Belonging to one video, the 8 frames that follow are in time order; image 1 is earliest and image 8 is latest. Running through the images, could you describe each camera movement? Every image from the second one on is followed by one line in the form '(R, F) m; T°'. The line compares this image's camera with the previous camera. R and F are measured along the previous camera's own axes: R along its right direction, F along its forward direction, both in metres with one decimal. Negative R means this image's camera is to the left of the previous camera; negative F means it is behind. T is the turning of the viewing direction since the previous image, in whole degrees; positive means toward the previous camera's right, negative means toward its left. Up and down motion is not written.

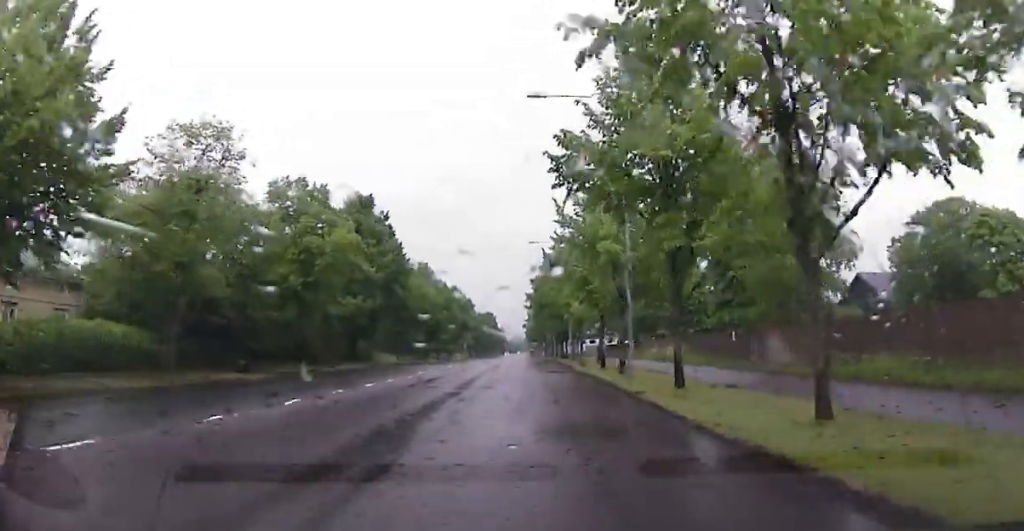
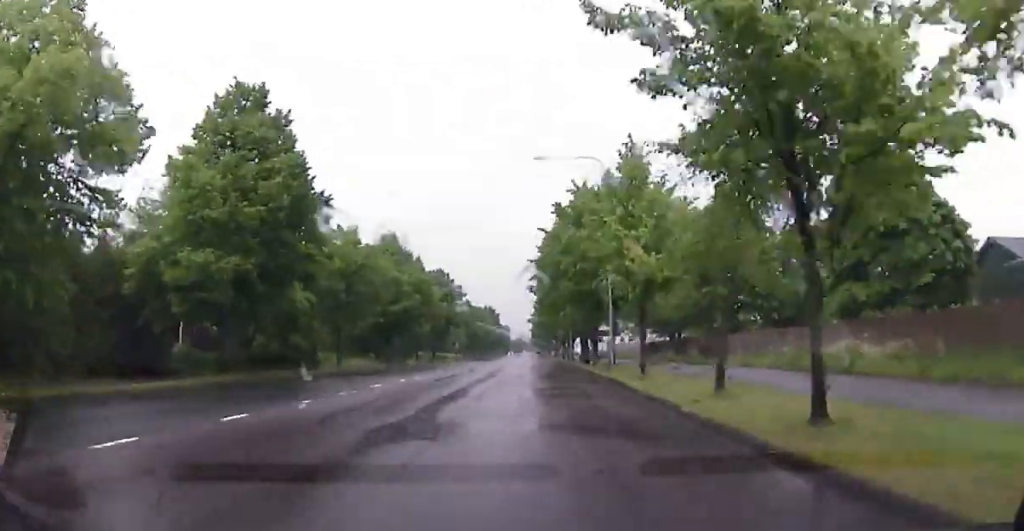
(+0.6, +26.6) m; +1°
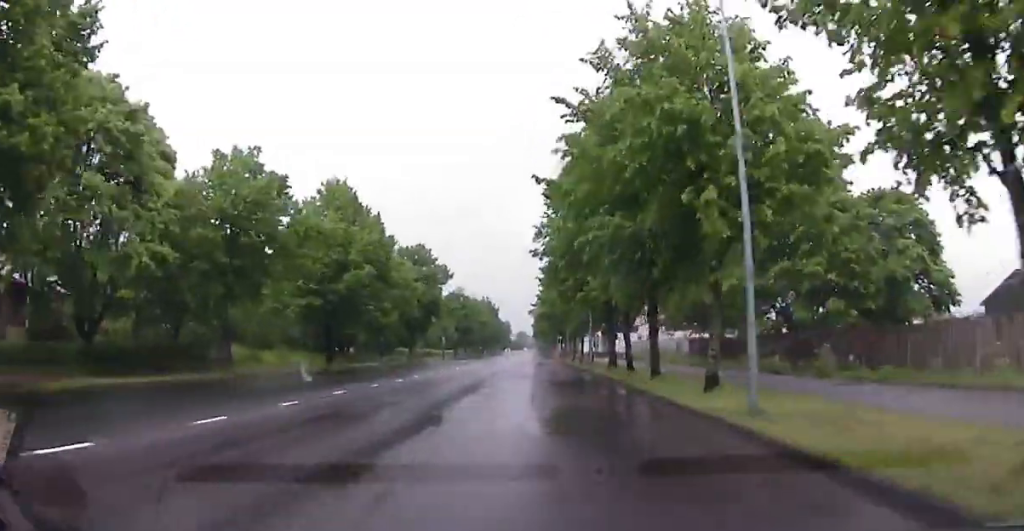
(-0.5, +20.9) m; -3°
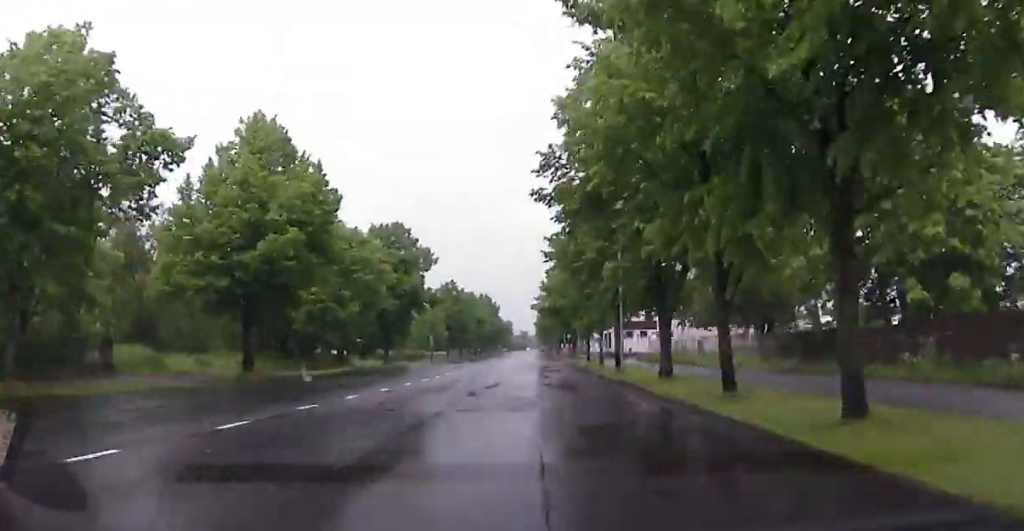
(-0.2, +15.6) m; 0°
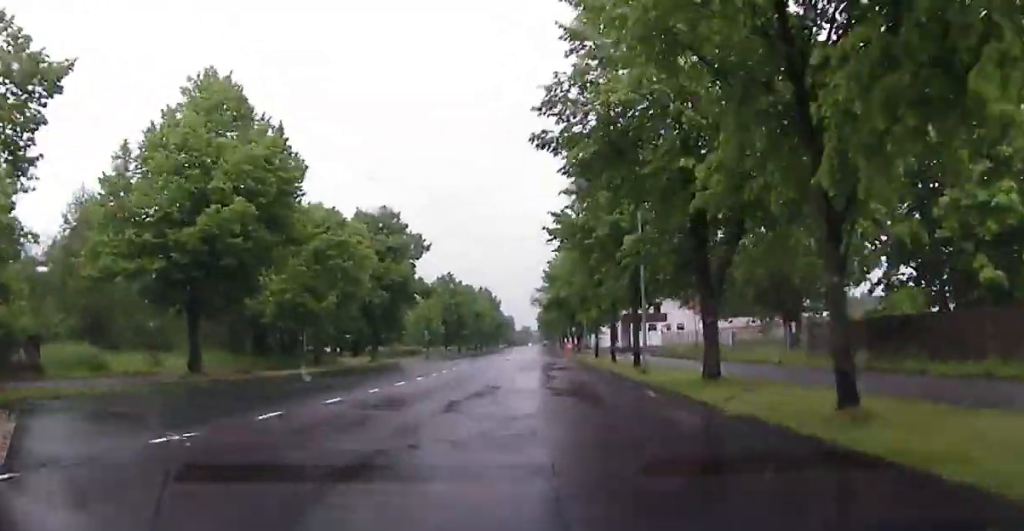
(-0.1, +6.3) m; +1°
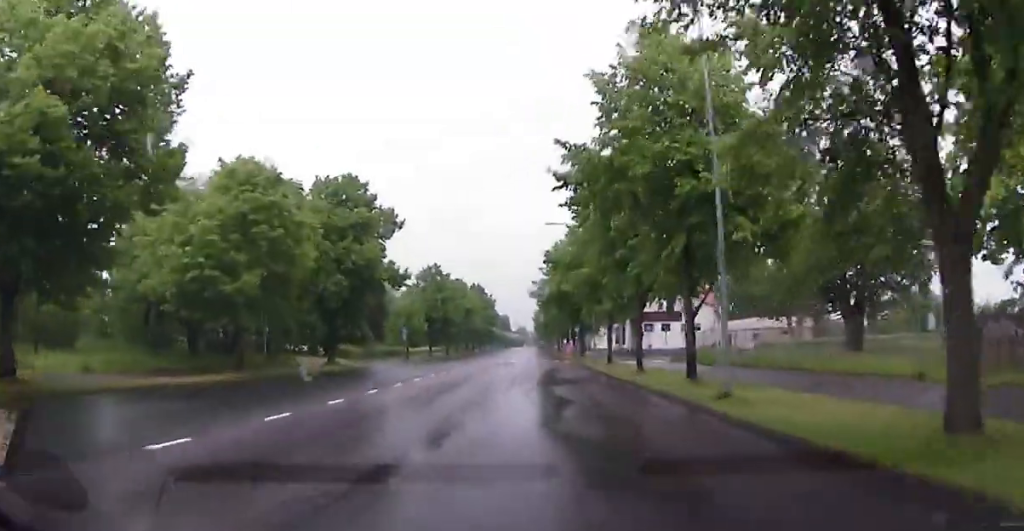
(+0.3, +12.5) m; +1°
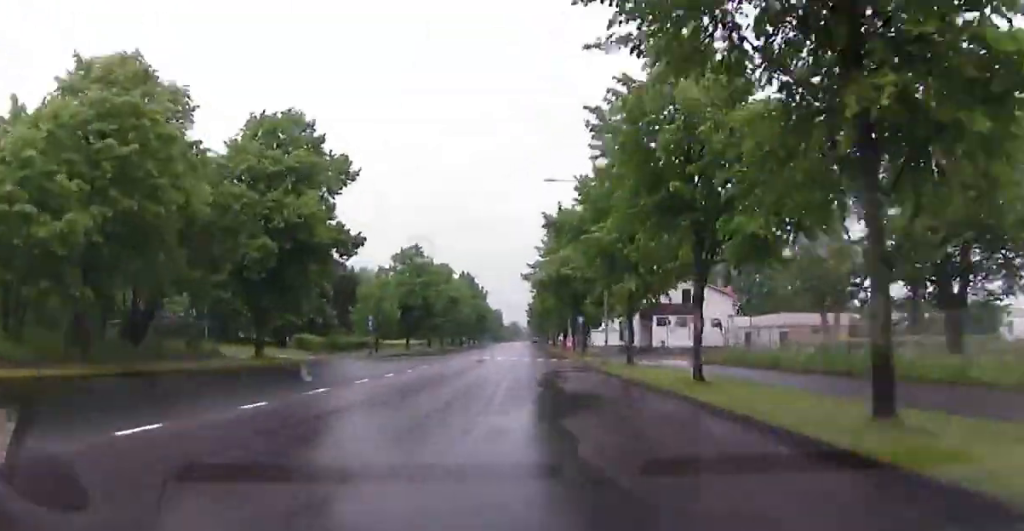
(+0.1, +11.9) m; +1°
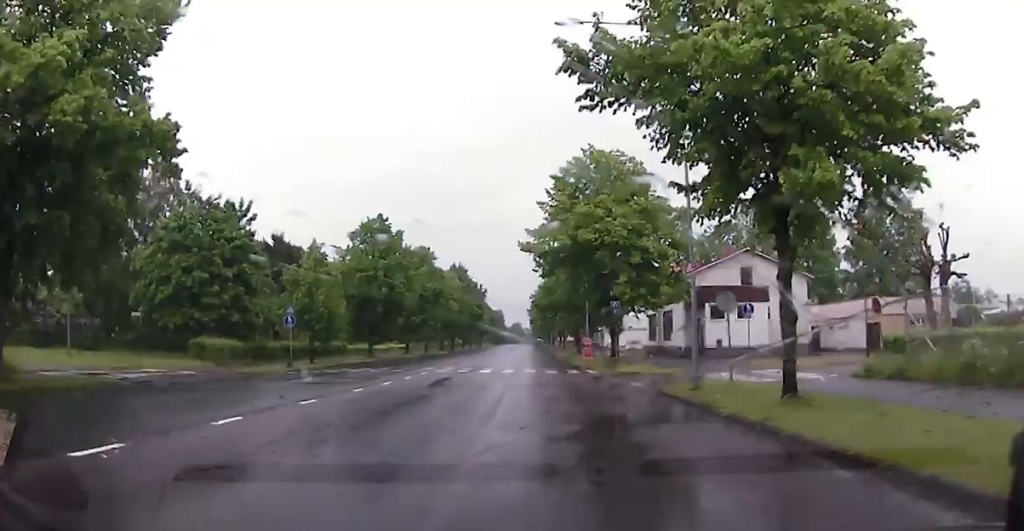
(-0.1, +18.2) m; -2°
